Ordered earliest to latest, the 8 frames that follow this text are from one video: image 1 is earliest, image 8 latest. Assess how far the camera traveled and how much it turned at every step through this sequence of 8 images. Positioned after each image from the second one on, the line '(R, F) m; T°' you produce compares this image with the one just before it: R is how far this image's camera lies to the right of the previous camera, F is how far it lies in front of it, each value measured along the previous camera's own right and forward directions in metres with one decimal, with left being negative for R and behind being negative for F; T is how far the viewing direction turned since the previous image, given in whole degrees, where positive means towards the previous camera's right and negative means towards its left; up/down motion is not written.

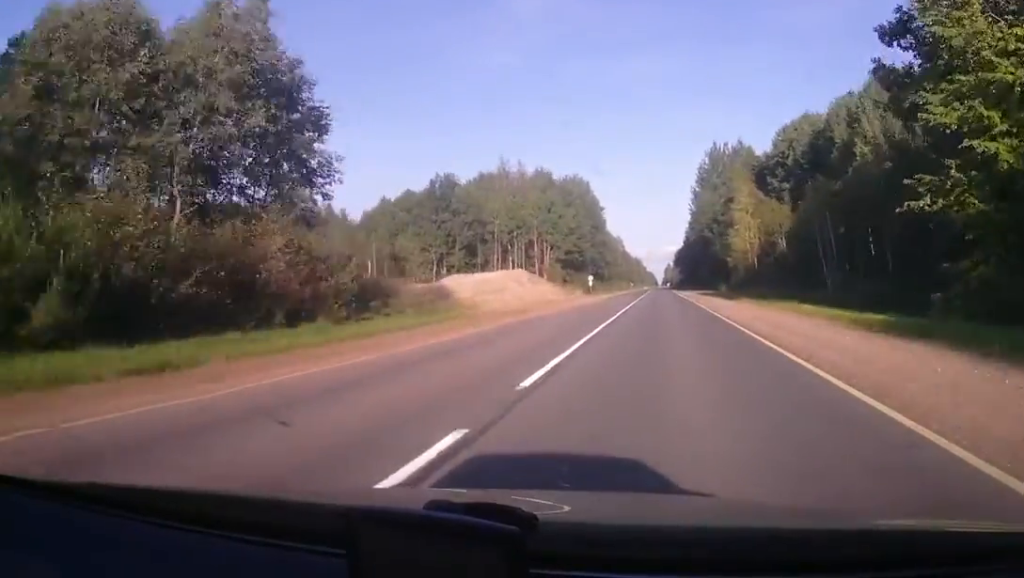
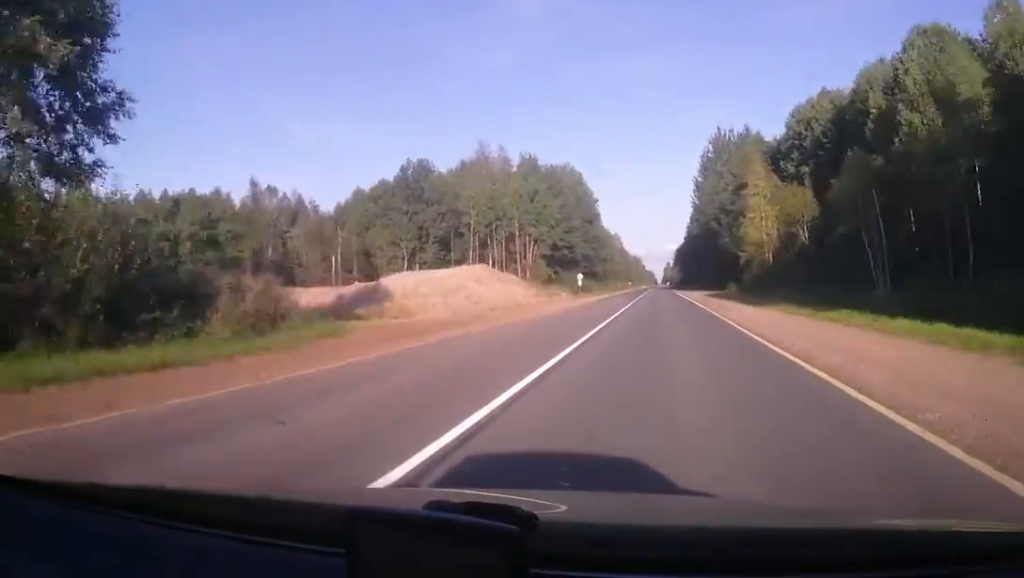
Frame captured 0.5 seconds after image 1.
(-0.7, +13.2) m; -3°
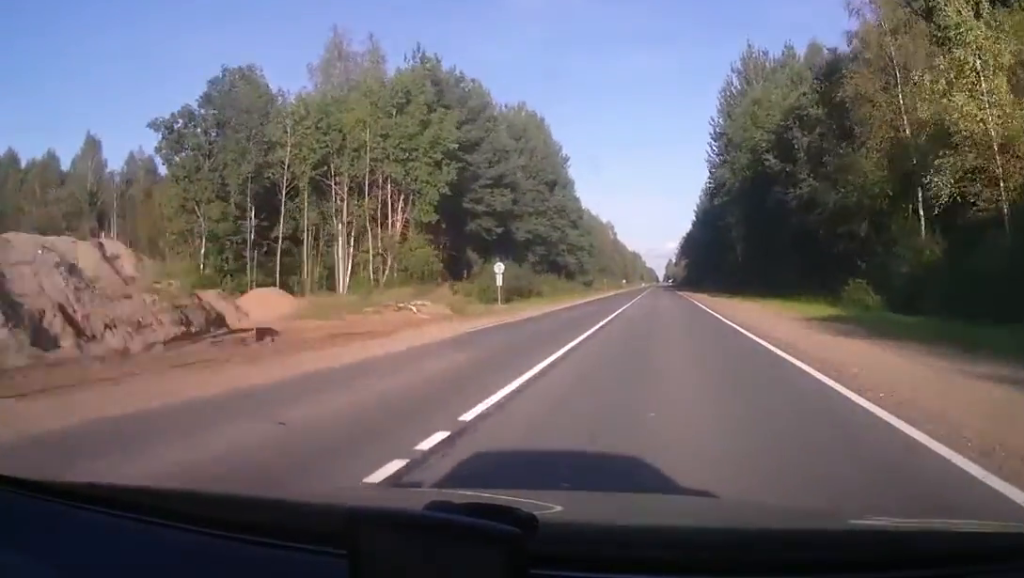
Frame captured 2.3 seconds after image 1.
(0.0, +48.0) m; +1°
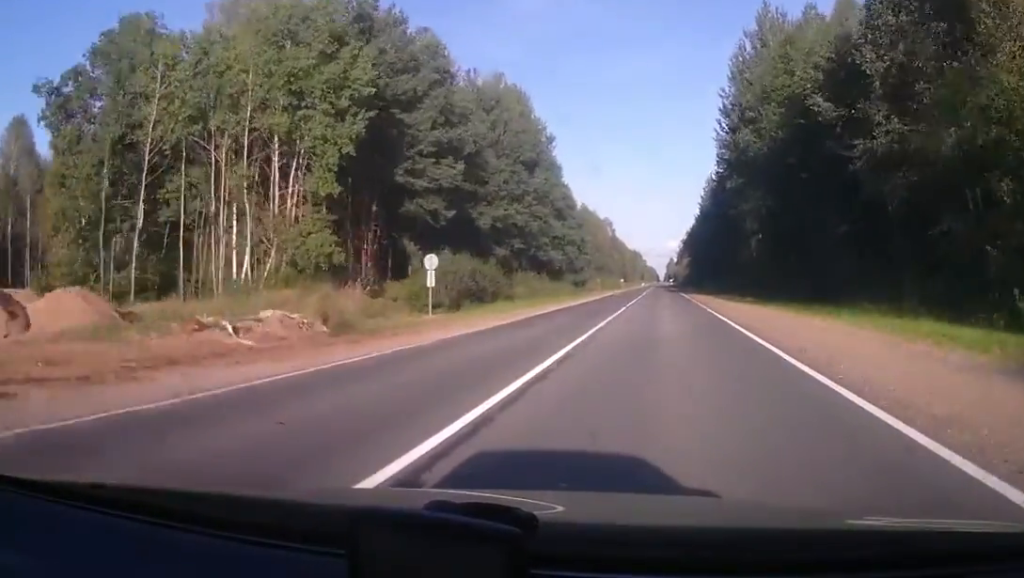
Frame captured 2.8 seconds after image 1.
(+0.1, +14.4) m; 0°
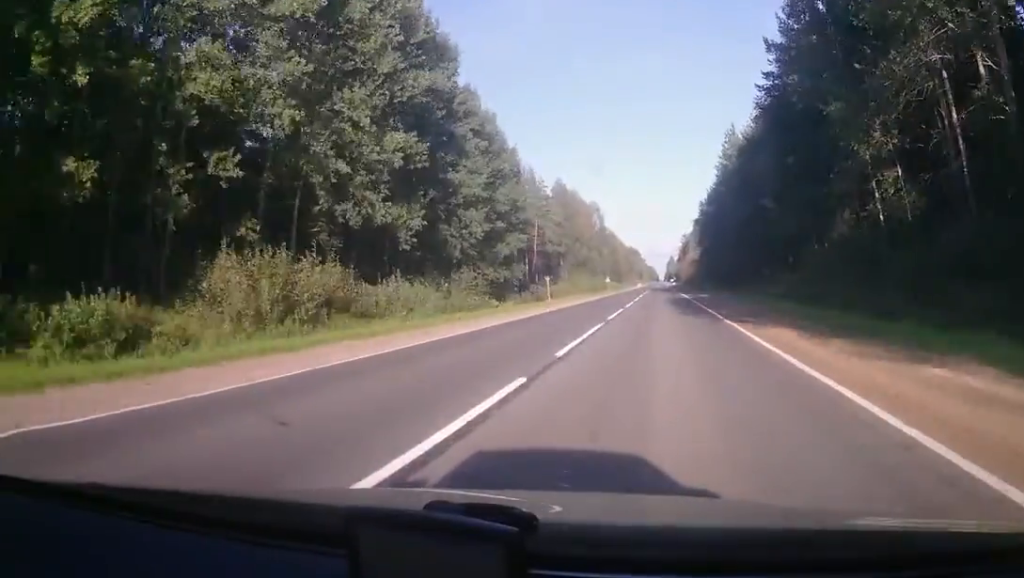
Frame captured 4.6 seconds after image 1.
(0.0, +48.4) m; 0°
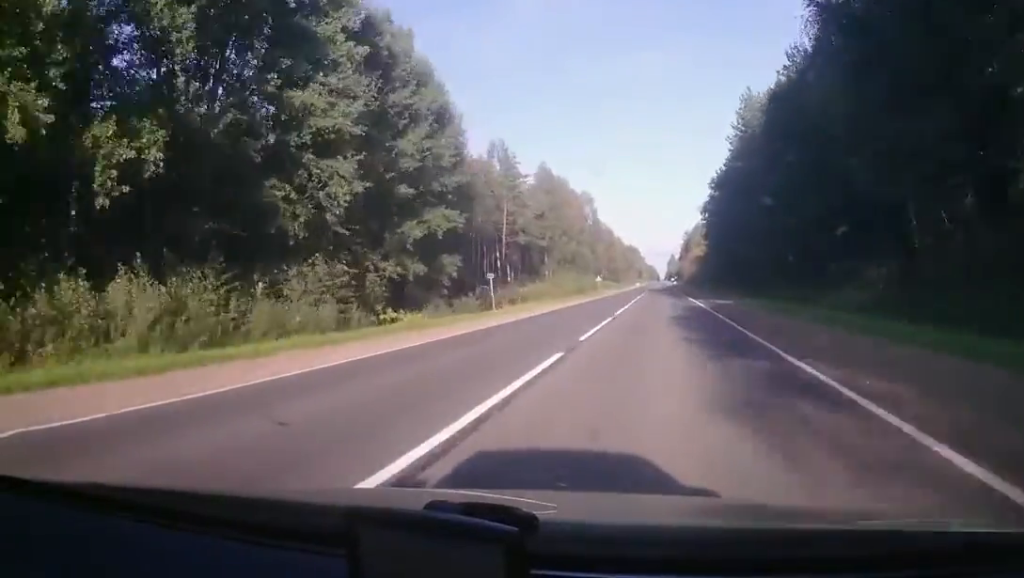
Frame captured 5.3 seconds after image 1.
(0.0, +20.5) m; 0°
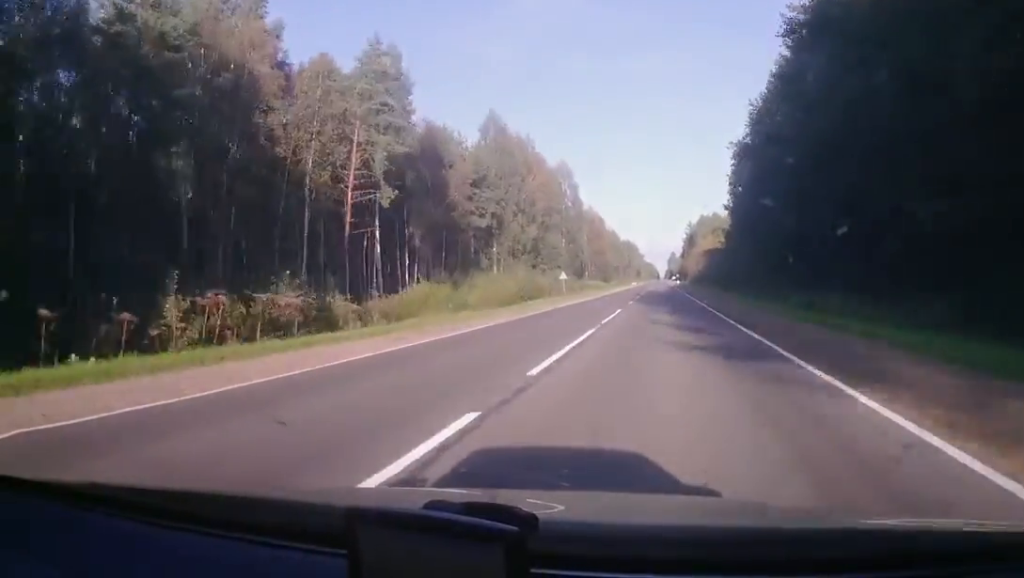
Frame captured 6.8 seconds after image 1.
(-0.3, +41.4) m; -1°
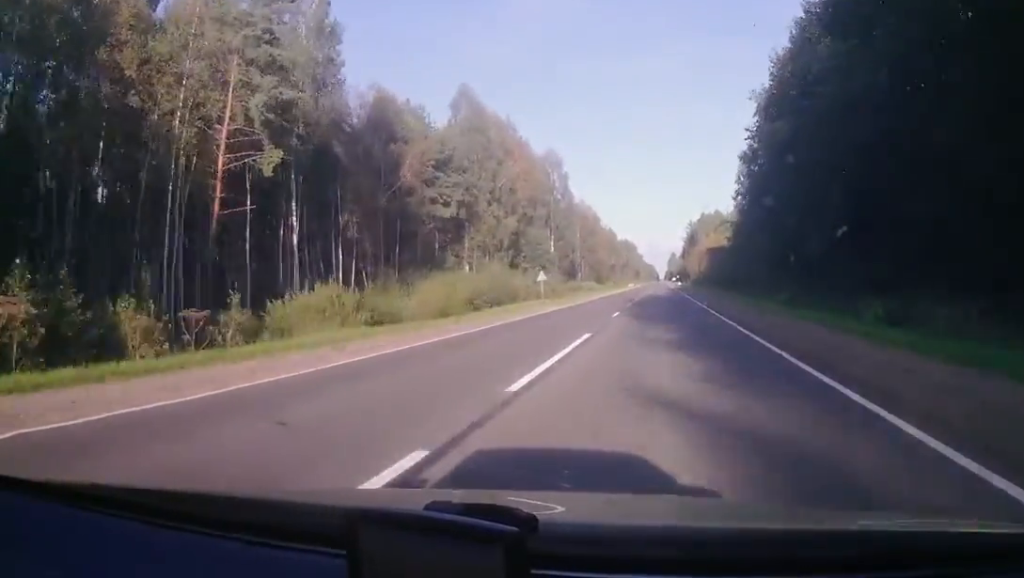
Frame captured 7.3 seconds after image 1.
(0.0, +13.2) m; 0°
